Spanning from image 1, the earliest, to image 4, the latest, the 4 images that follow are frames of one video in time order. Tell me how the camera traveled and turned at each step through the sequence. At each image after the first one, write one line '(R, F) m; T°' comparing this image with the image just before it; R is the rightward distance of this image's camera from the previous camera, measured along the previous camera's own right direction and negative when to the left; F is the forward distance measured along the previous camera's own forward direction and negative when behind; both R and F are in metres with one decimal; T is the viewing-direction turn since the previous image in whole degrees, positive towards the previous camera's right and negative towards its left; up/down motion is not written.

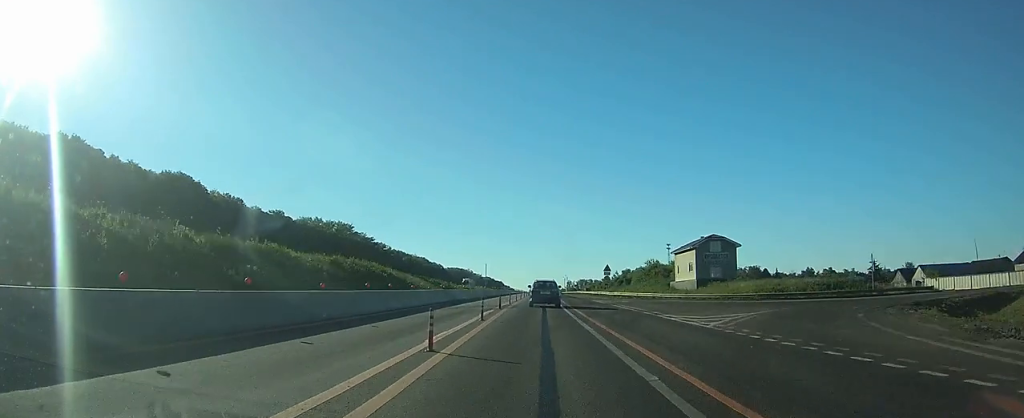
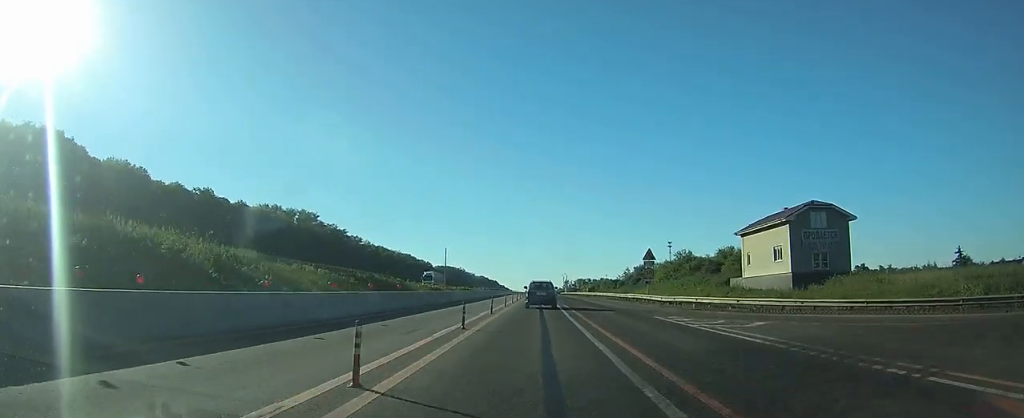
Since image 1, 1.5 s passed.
(+0.1, +33.0) m; 0°
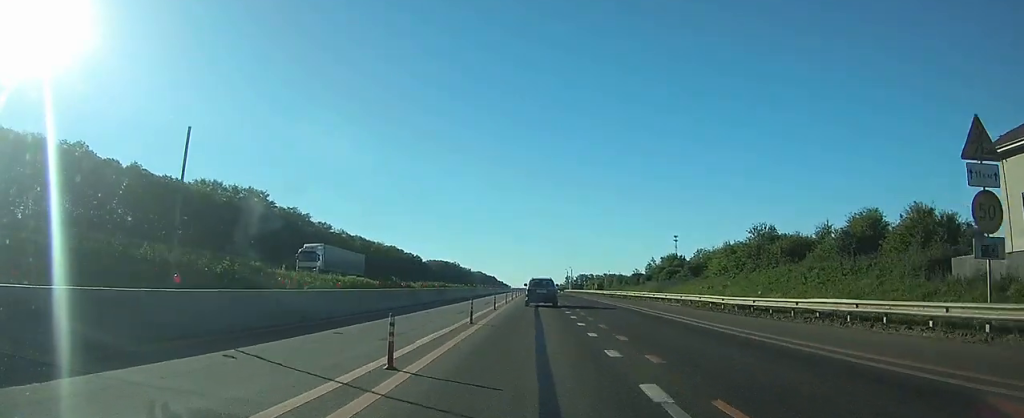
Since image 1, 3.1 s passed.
(0.0, +37.7) m; 0°
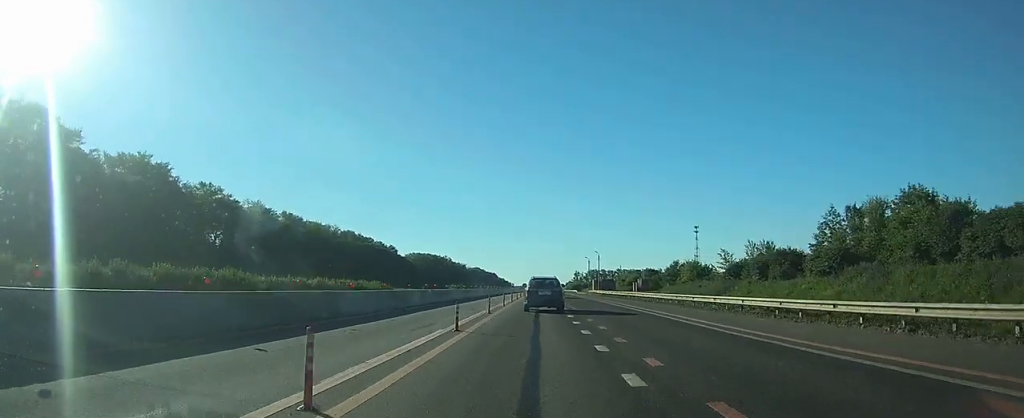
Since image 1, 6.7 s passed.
(0.0, +80.4) m; 0°
